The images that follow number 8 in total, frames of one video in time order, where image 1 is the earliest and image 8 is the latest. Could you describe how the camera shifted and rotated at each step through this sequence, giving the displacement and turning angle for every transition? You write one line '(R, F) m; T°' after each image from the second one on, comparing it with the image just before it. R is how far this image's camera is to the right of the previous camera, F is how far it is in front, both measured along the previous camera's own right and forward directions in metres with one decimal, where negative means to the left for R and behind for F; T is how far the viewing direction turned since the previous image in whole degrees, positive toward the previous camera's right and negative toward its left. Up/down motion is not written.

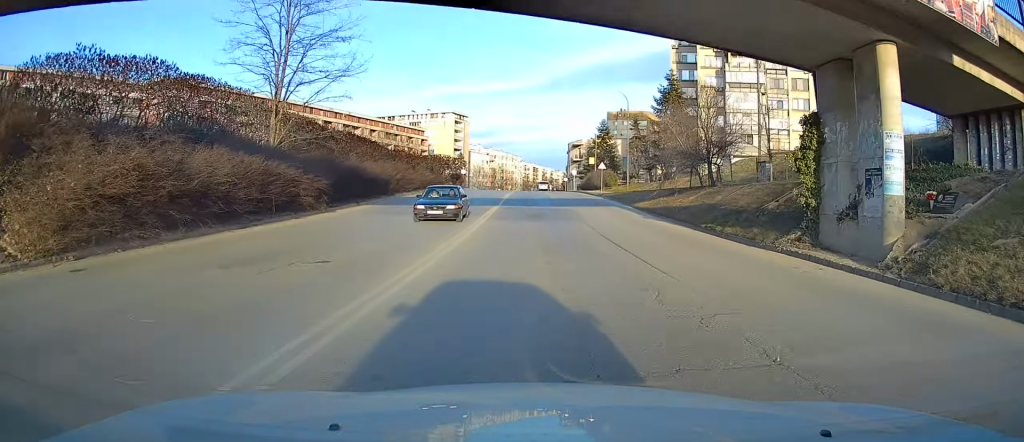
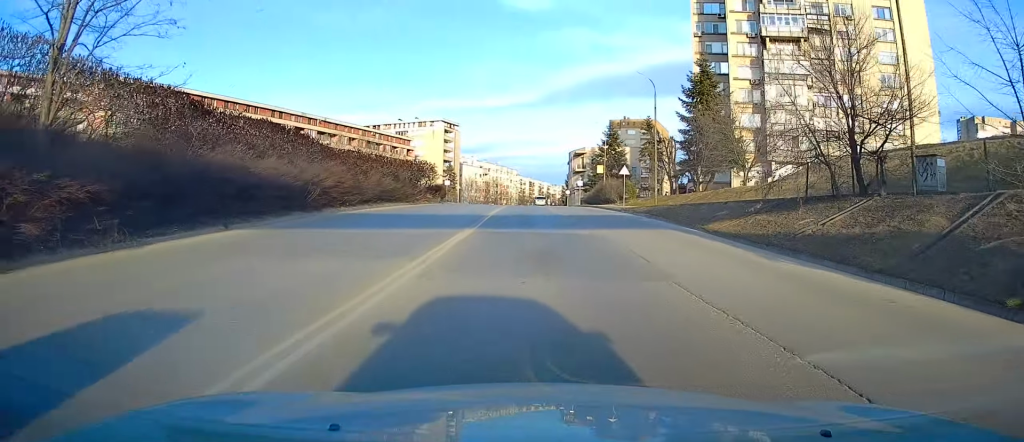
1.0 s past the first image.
(-0.4, +14.7) m; -1°
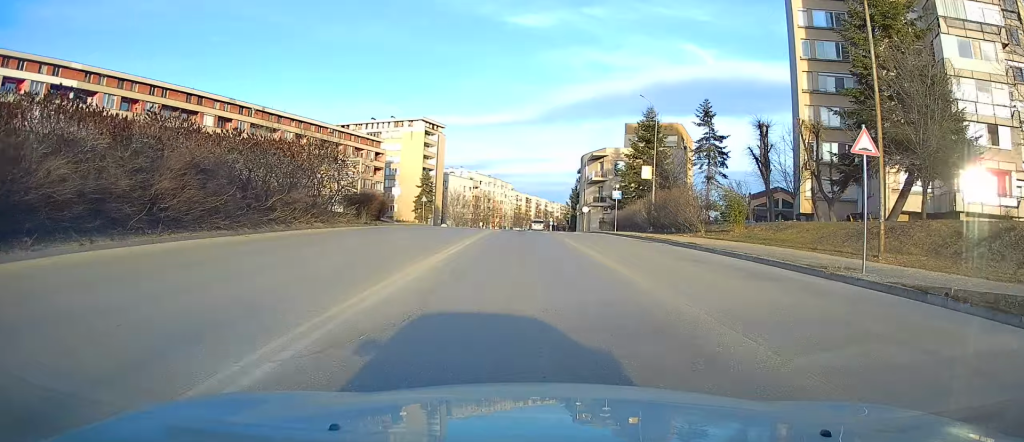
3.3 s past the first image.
(+0.5, +29.8) m; +1°
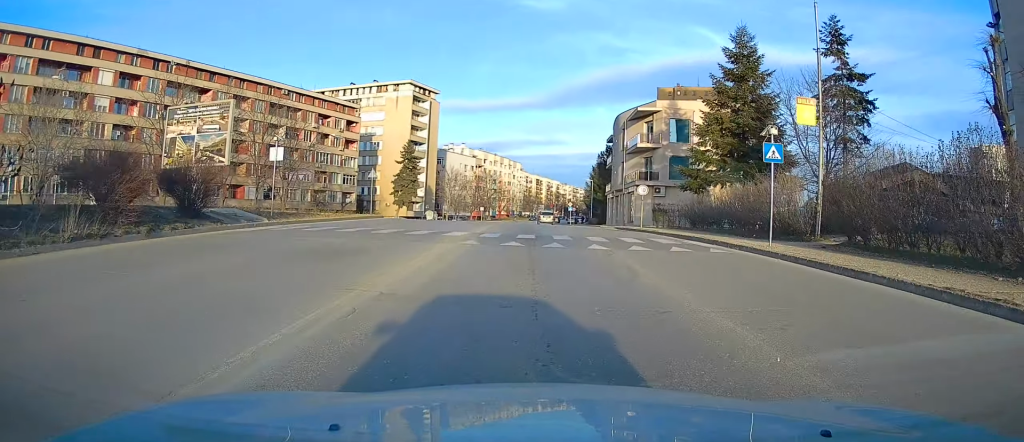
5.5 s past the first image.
(0.0, +25.5) m; 0°
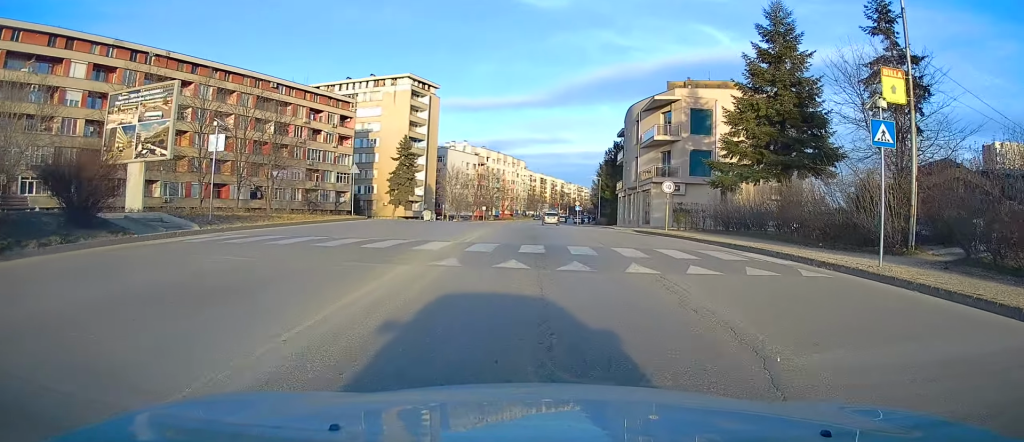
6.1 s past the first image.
(0.0, +5.4) m; 0°
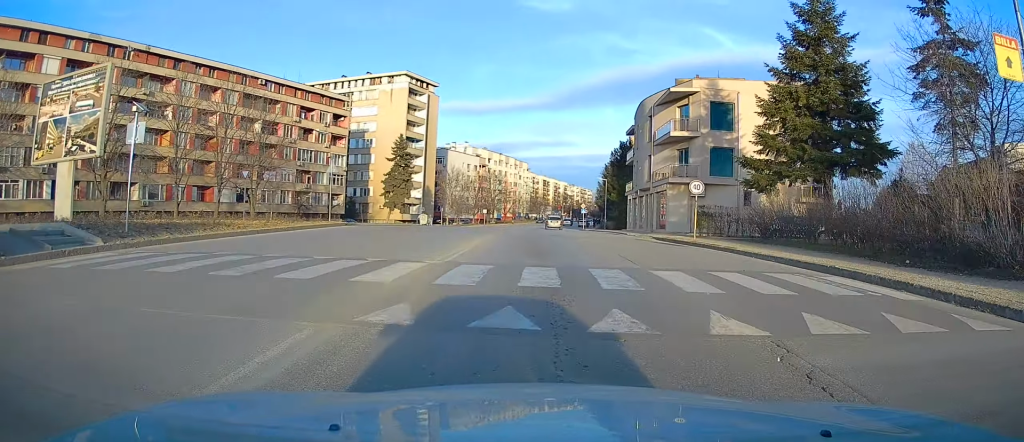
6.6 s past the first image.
(-0.2, +4.7) m; 0°
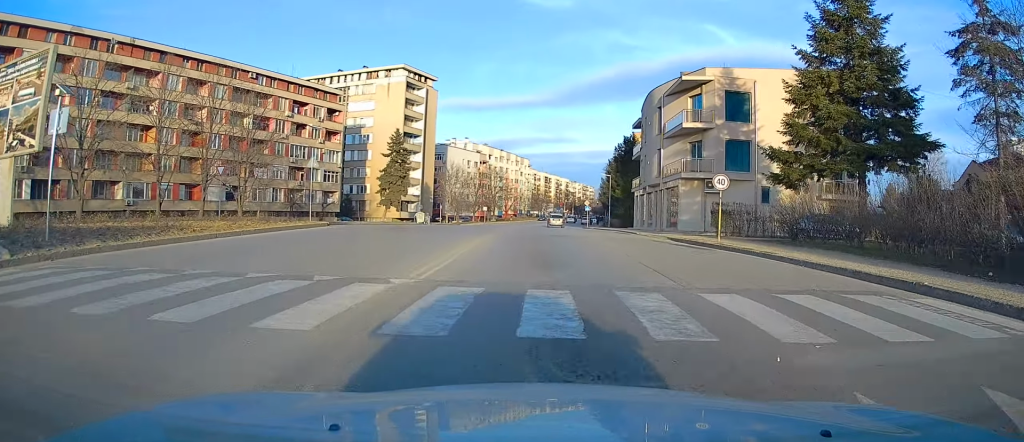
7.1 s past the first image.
(0.0, +3.3) m; 0°
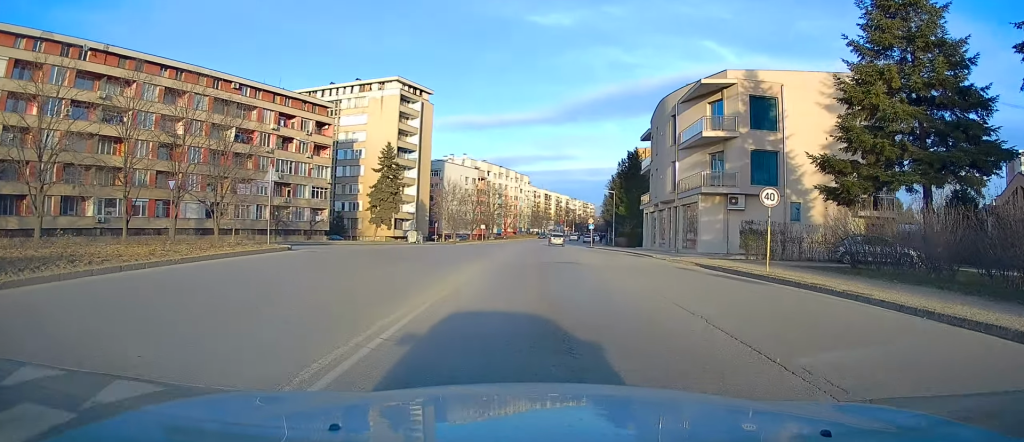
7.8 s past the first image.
(+0.1, +5.0) m; +1°
